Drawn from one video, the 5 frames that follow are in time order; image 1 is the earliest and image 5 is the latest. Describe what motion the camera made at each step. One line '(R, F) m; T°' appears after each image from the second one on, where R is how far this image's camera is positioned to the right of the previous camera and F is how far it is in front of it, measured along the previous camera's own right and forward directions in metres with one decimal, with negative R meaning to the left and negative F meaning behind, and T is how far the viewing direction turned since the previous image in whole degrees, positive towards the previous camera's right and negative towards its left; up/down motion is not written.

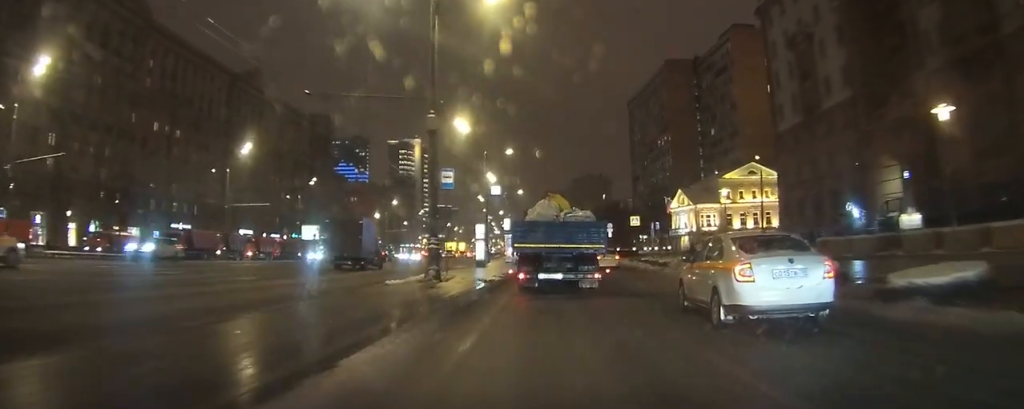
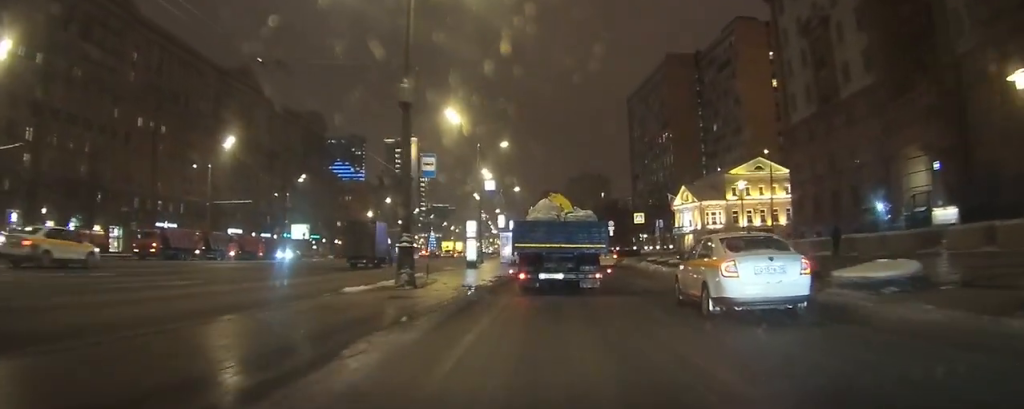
(0.0, +3.8) m; 0°
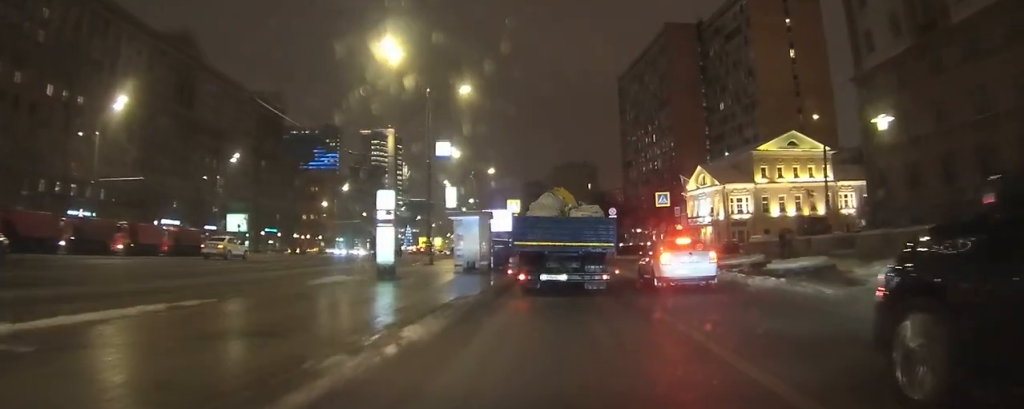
(+0.1, +17.2) m; +2°
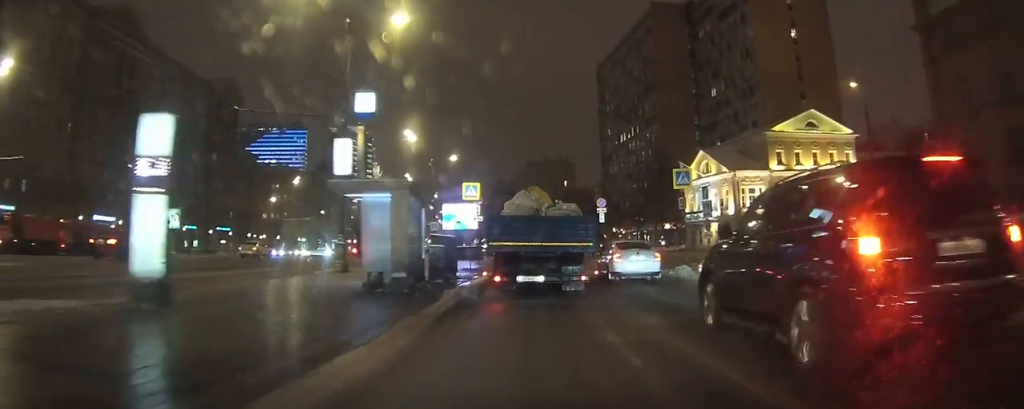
(+0.6, +13.2) m; +7°
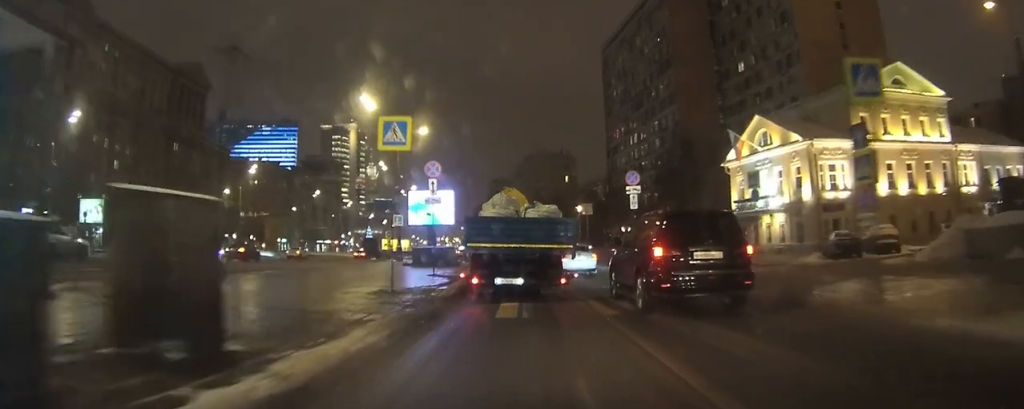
(+0.1, +21.3) m; -5°
